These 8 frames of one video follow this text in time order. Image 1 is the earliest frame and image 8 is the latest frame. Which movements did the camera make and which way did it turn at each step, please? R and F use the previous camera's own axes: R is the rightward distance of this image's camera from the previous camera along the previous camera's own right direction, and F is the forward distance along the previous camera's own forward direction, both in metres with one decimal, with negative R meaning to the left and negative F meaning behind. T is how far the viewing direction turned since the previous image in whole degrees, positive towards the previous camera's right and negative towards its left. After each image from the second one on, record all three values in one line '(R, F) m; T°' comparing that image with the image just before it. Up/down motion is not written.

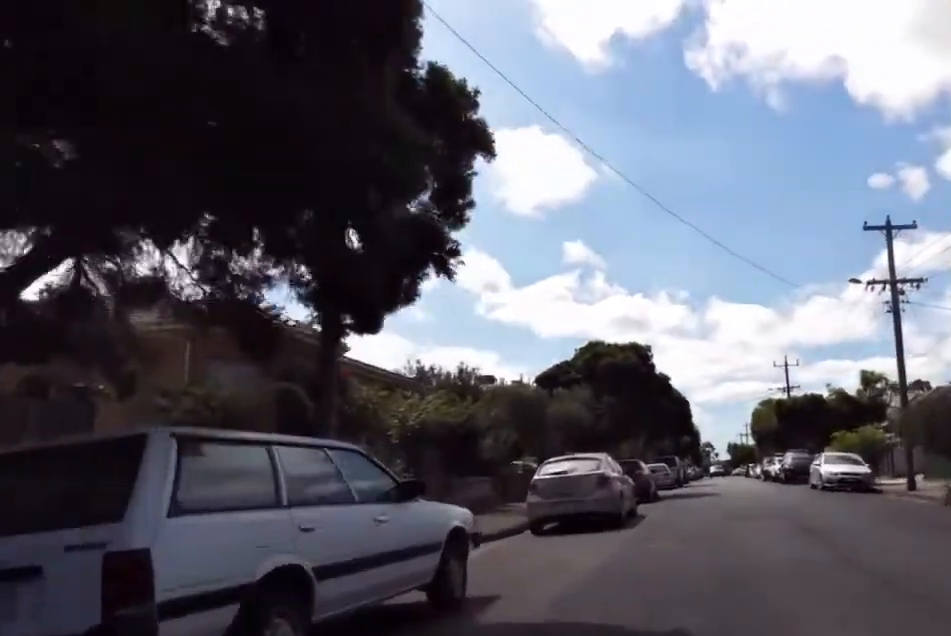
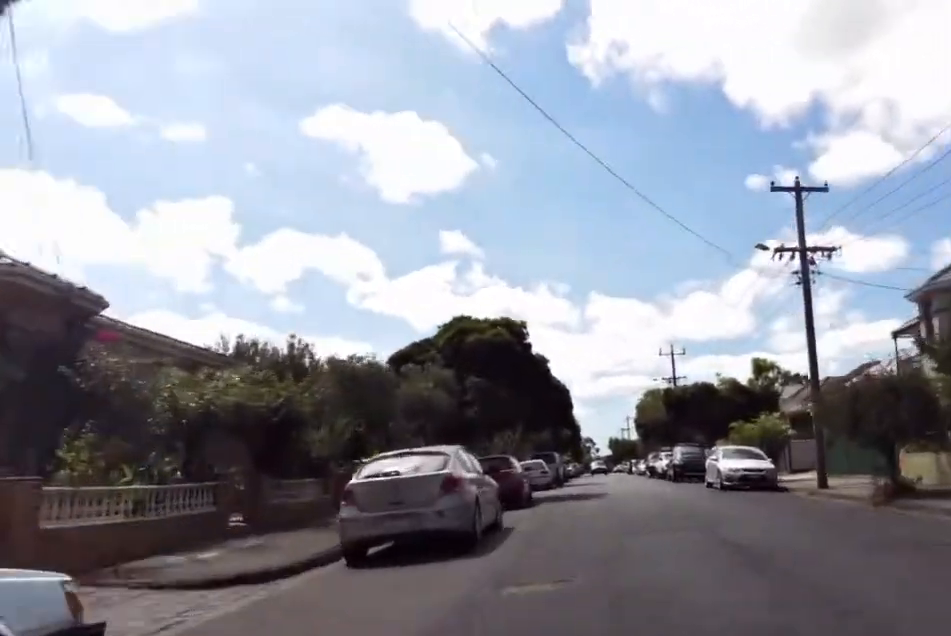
(0.0, +4.4) m; +2°
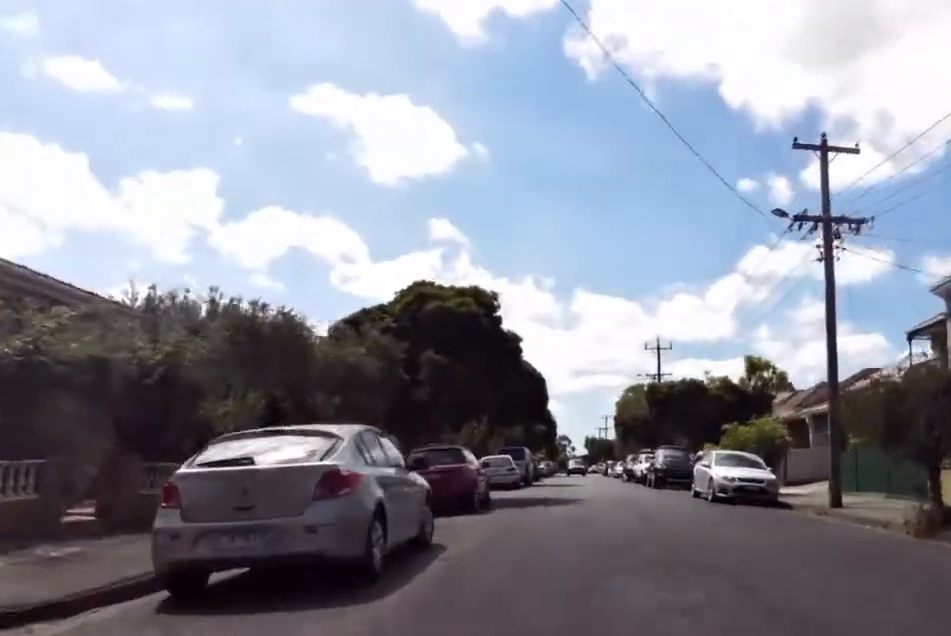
(0.0, +4.3) m; +5°
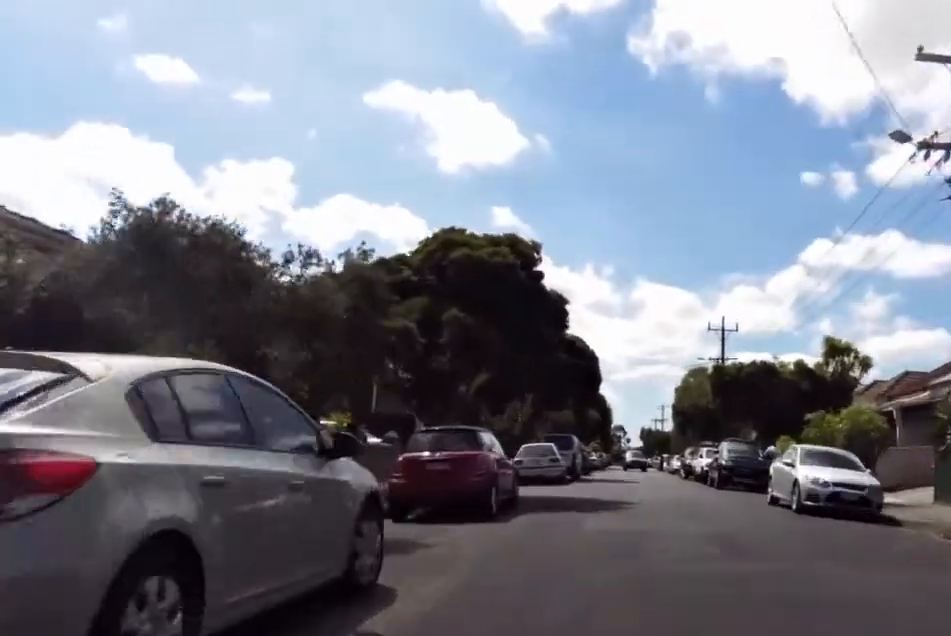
(+0.4, +5.1) m; +1°
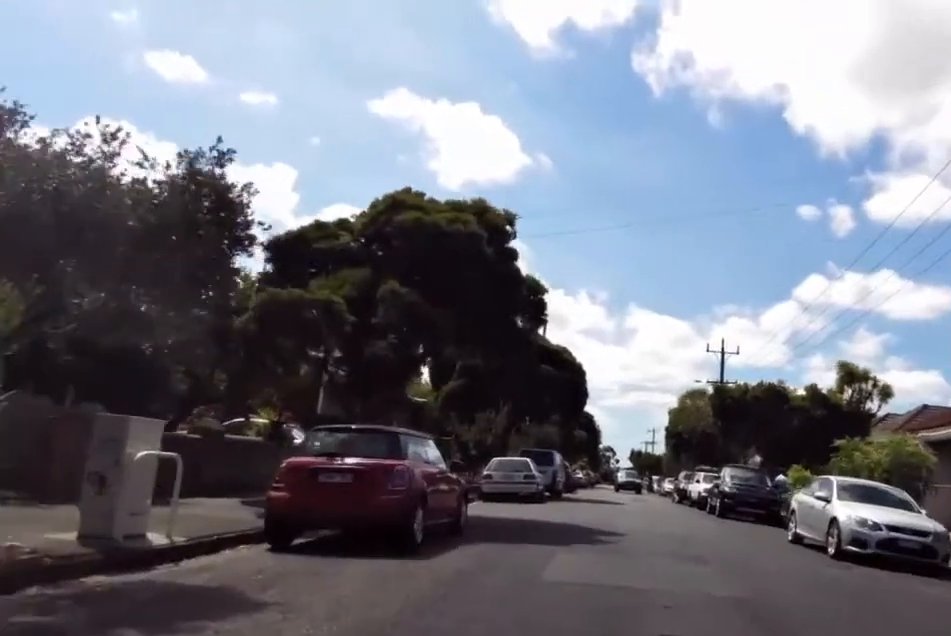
(+0.3, +4.7) m; 0°
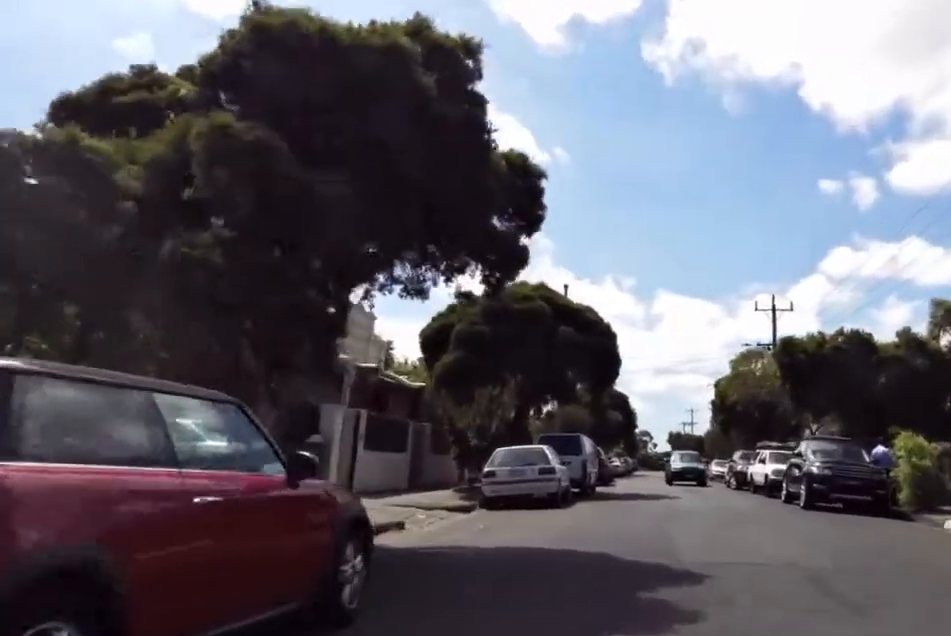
(-0.7, +6.7) m; +1°
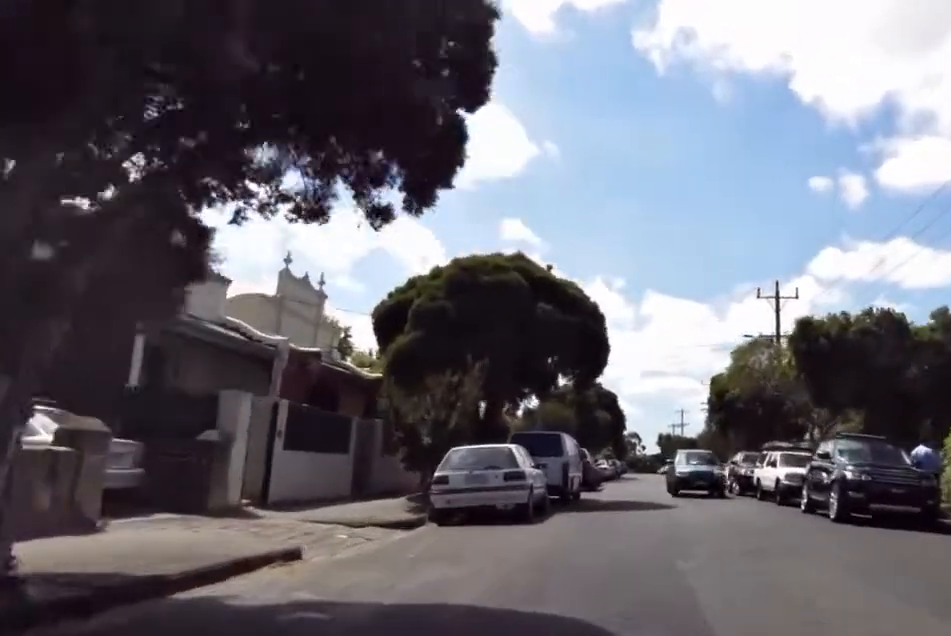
(+0.5, +3.7) m; -1°
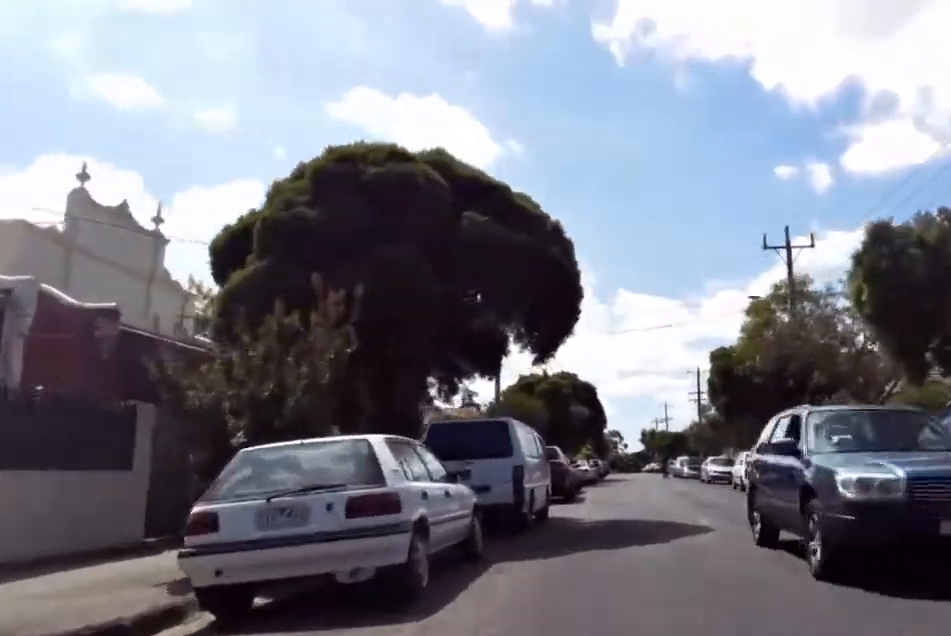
(-0.4, +7.7) m; -6°
